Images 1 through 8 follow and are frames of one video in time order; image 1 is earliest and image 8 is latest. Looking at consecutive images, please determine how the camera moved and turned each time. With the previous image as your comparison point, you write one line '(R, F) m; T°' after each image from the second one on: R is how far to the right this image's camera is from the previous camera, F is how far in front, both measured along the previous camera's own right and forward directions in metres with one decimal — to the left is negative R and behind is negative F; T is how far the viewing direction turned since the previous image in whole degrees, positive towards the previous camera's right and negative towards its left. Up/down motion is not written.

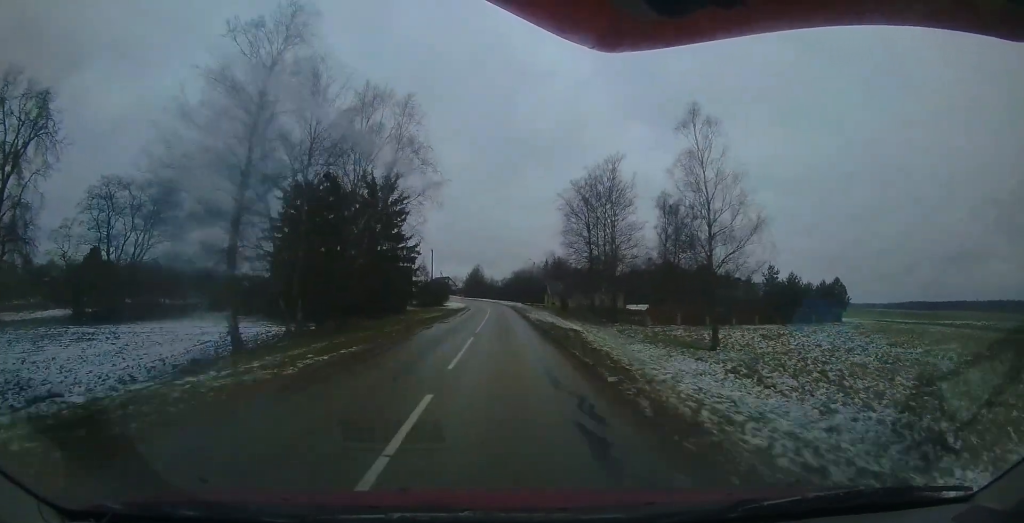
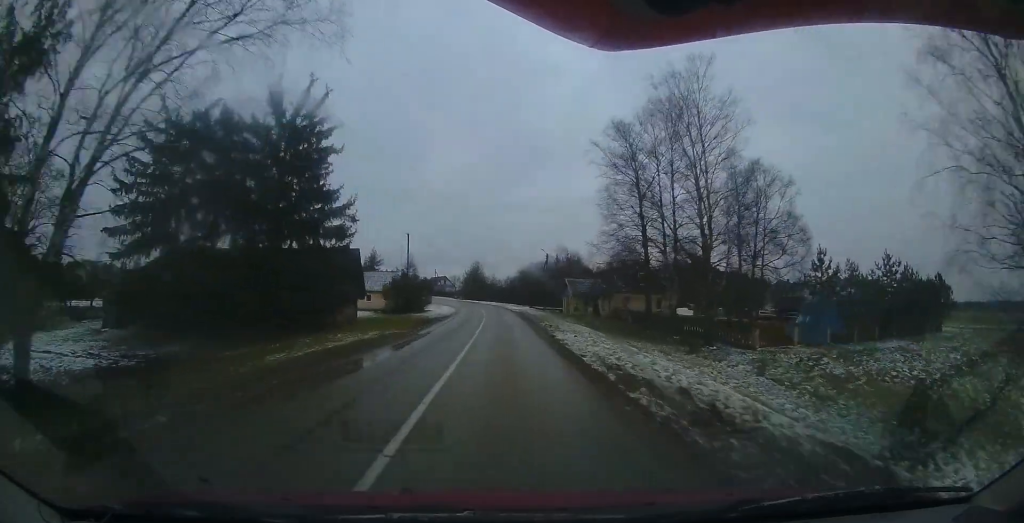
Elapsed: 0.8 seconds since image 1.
(-0.1, +16.5) m; -1°
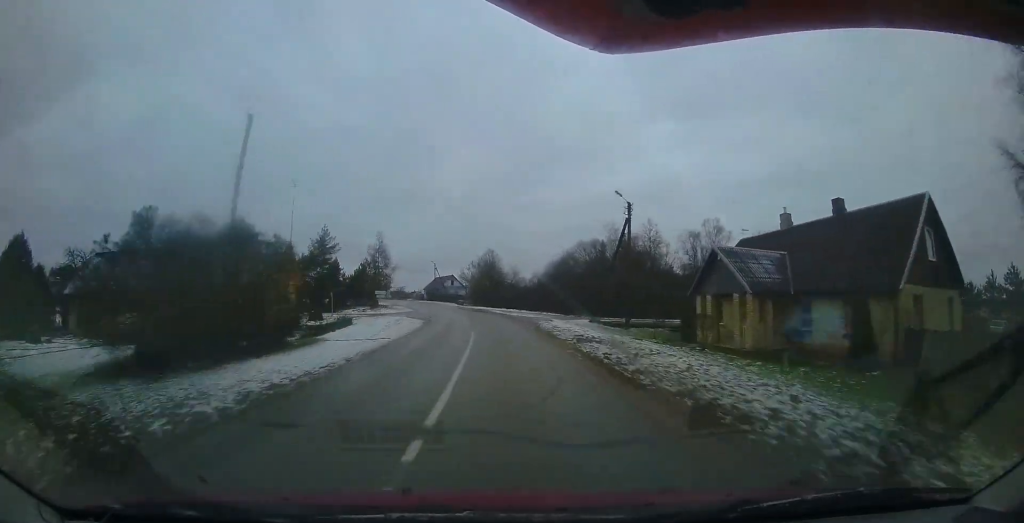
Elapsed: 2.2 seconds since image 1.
(-0.3, +29.7) m; -2°
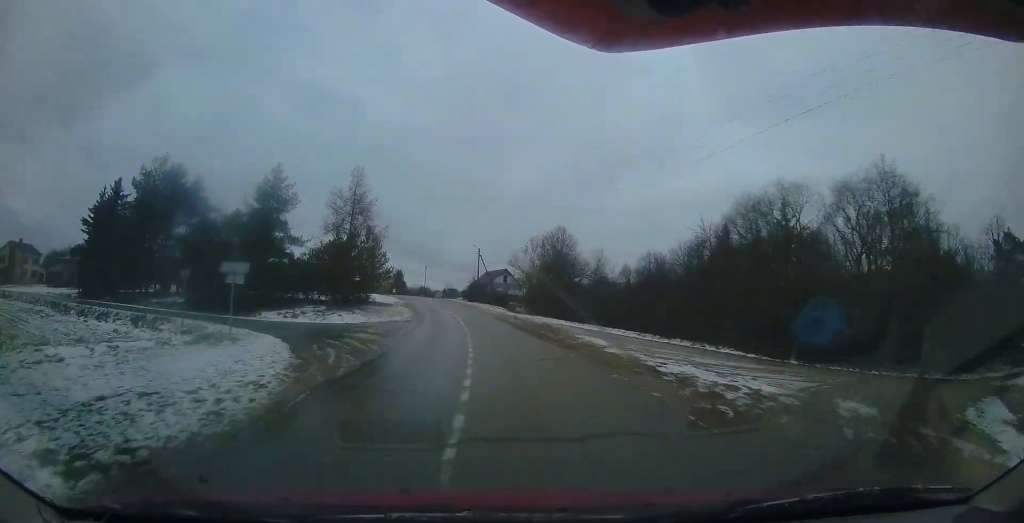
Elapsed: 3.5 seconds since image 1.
(-0.6, +24.1) m; -3°
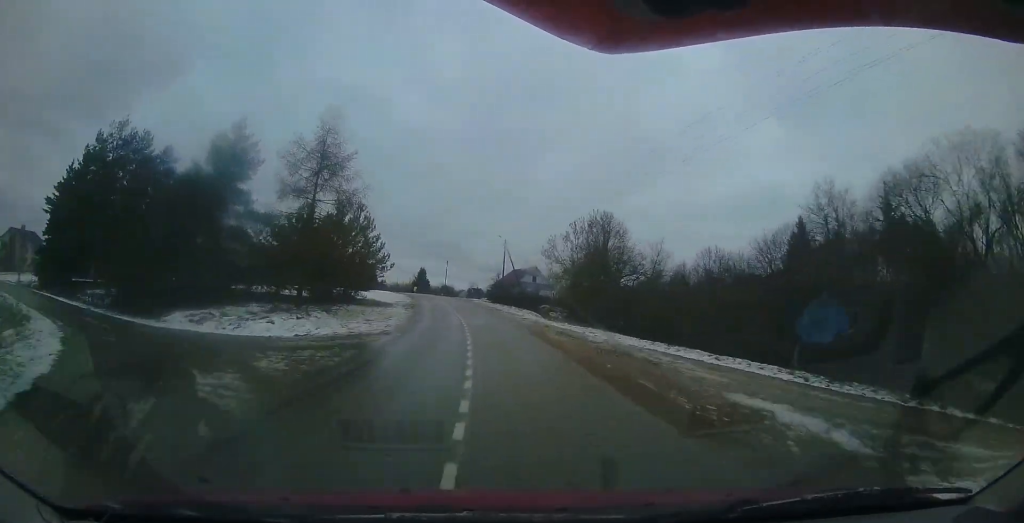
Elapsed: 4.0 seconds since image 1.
(-0.2, +8.7) m; -3°
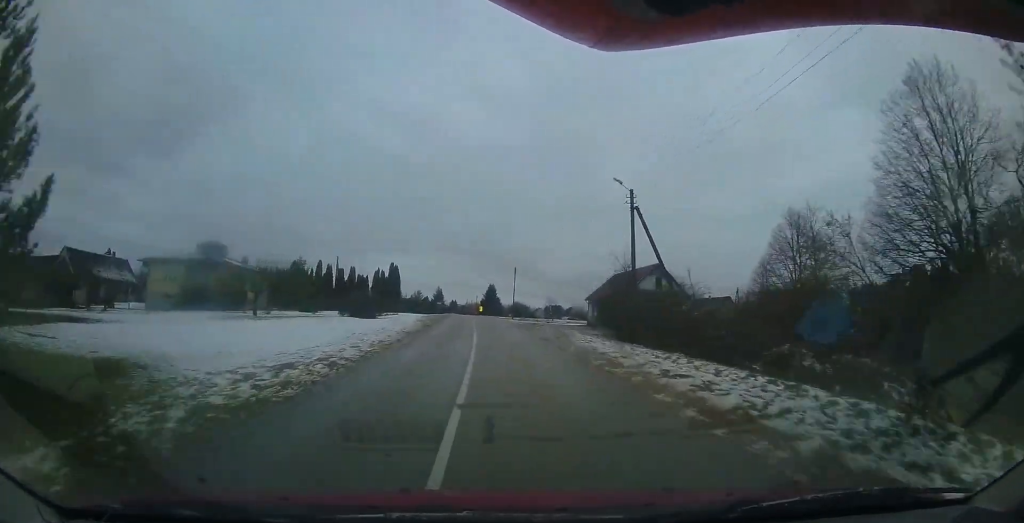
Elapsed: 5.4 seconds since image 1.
(-2.1, +26.1) m; -11°
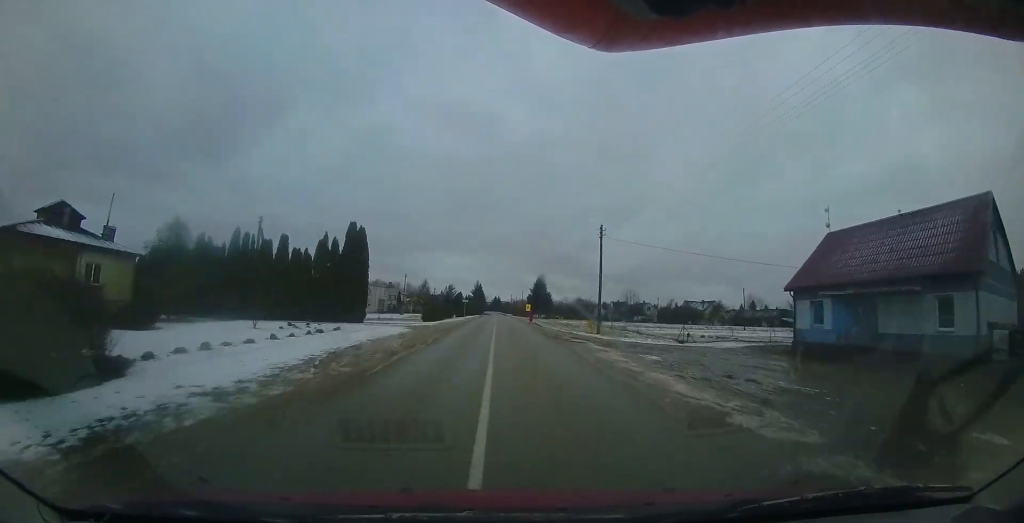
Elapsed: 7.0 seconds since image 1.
(-5.3, +27.9) m; -20°
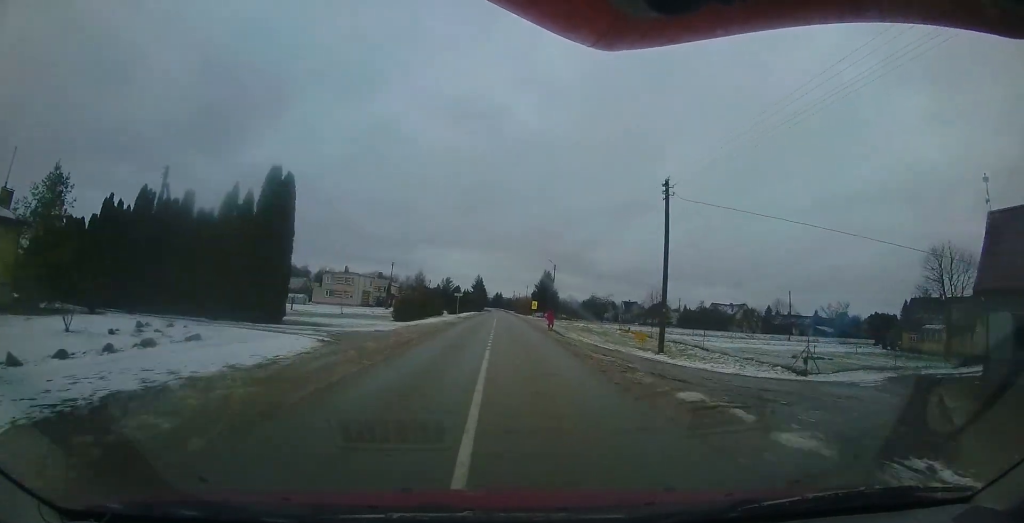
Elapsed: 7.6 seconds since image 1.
(-1.0, +10.7) m; -4°
